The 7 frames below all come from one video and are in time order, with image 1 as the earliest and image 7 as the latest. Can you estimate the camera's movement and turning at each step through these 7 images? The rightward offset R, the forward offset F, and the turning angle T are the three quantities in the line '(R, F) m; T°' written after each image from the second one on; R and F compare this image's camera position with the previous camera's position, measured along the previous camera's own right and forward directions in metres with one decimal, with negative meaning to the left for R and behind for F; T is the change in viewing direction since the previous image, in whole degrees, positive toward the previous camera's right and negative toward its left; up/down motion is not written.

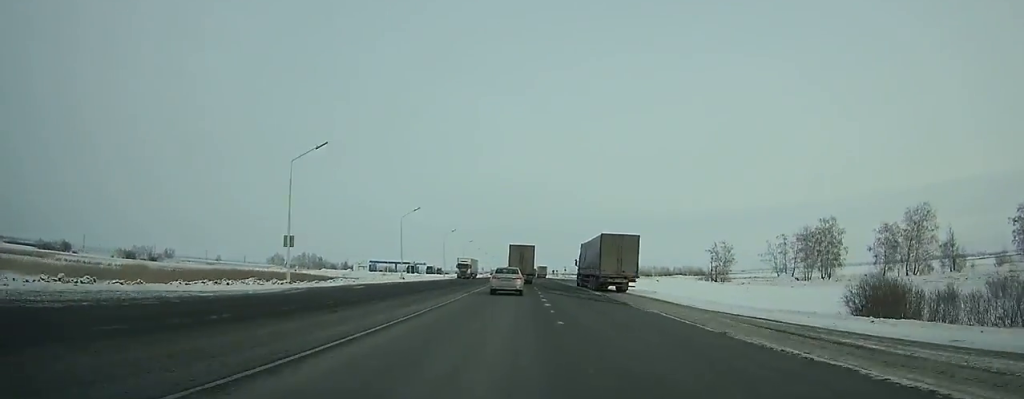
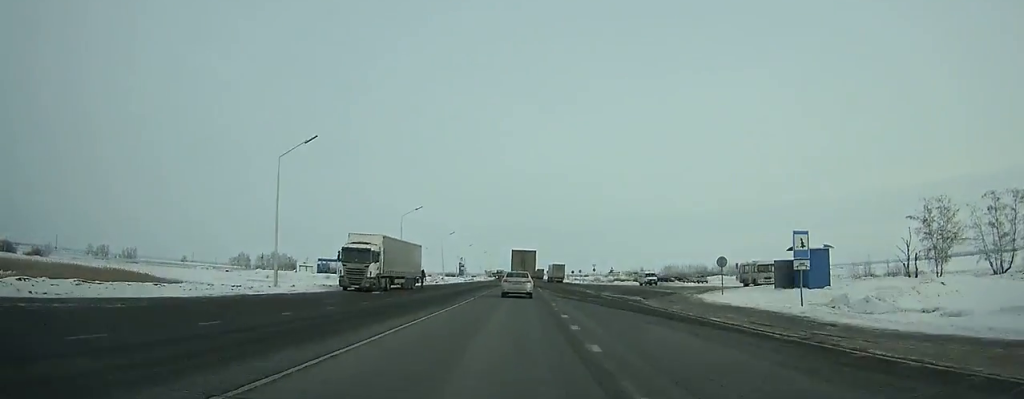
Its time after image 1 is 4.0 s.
(-0.5, +74.8) m; -1°
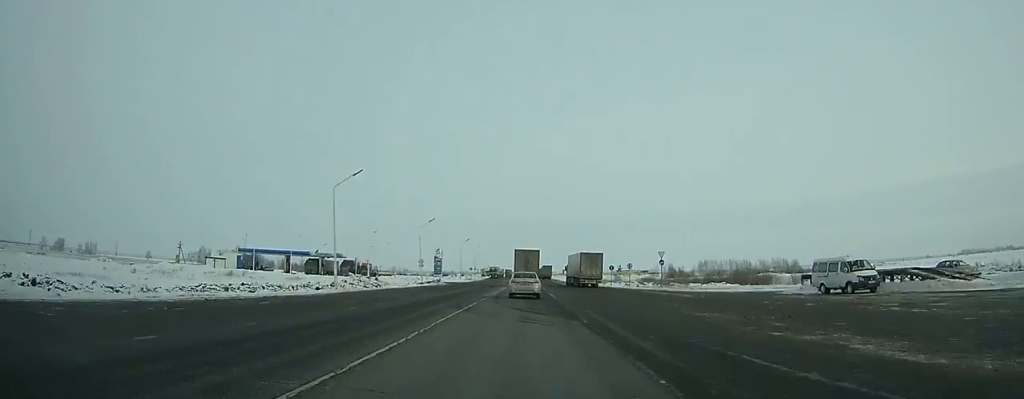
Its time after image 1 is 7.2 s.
(-0.1, +58.7) m; 0°
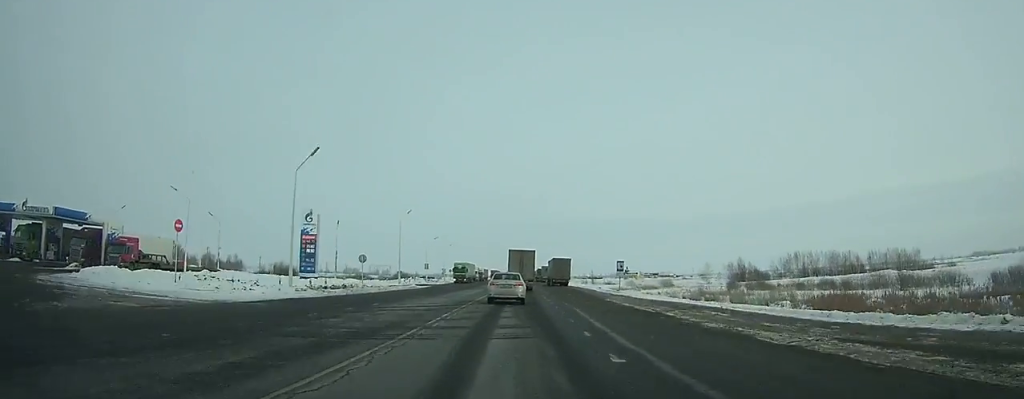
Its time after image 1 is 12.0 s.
(+0.2, +85.9) m; 0°
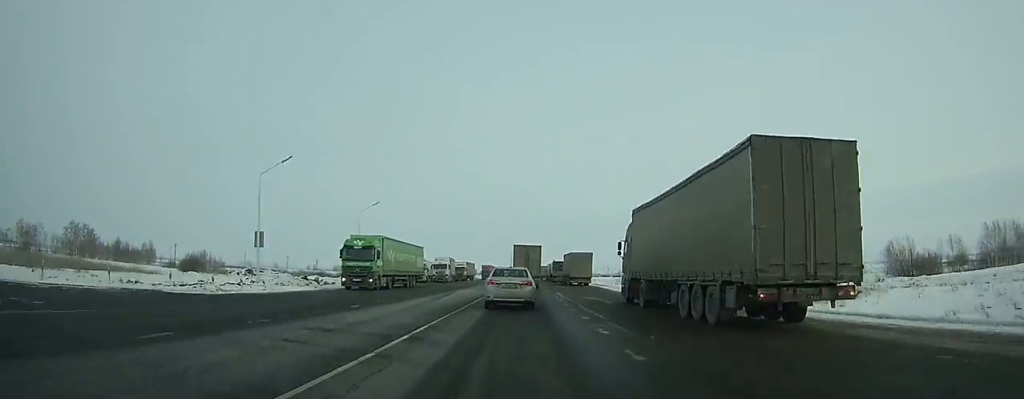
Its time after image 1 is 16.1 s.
(0.0, +70.3) m; 0°
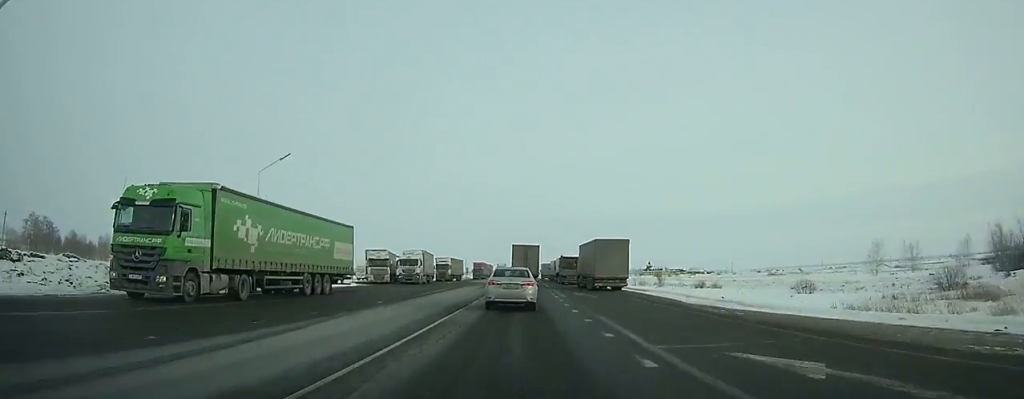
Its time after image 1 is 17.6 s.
(-0.1, +24.9) m; 0°
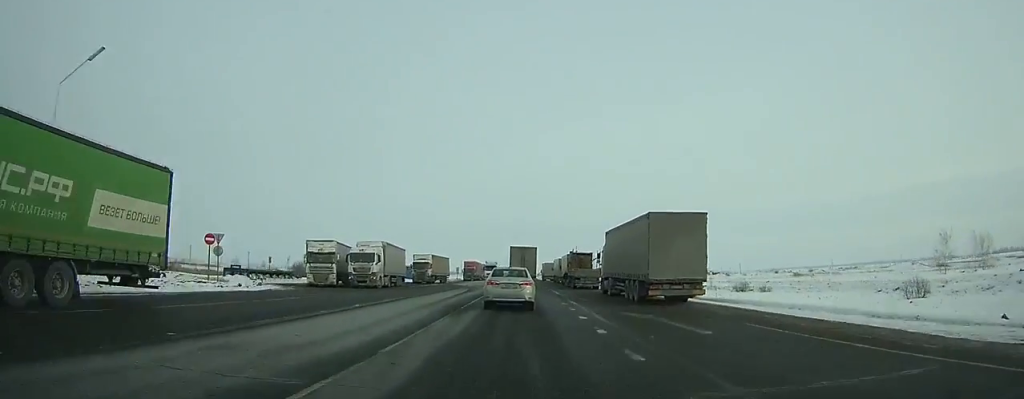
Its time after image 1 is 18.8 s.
(-0.1, +19.8) m; 0°
